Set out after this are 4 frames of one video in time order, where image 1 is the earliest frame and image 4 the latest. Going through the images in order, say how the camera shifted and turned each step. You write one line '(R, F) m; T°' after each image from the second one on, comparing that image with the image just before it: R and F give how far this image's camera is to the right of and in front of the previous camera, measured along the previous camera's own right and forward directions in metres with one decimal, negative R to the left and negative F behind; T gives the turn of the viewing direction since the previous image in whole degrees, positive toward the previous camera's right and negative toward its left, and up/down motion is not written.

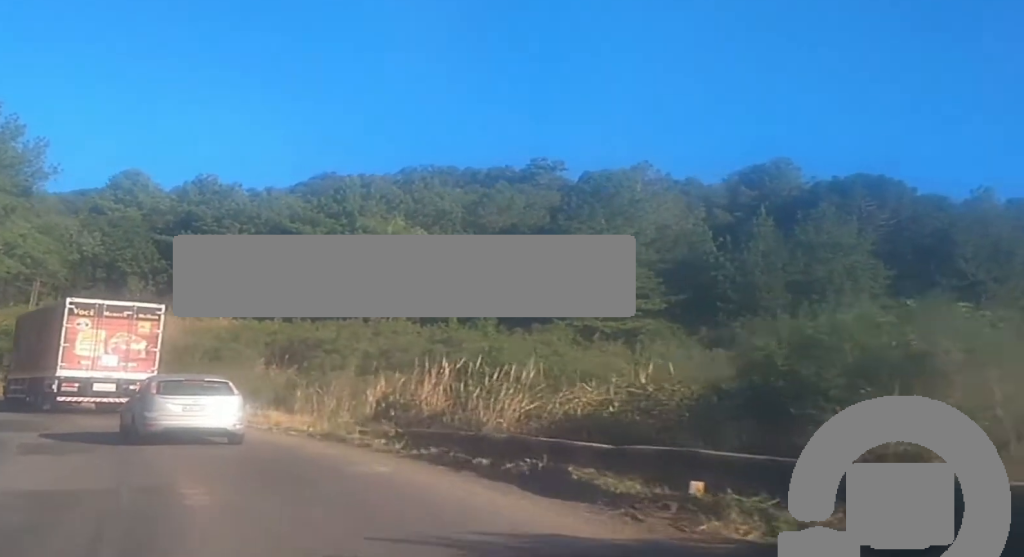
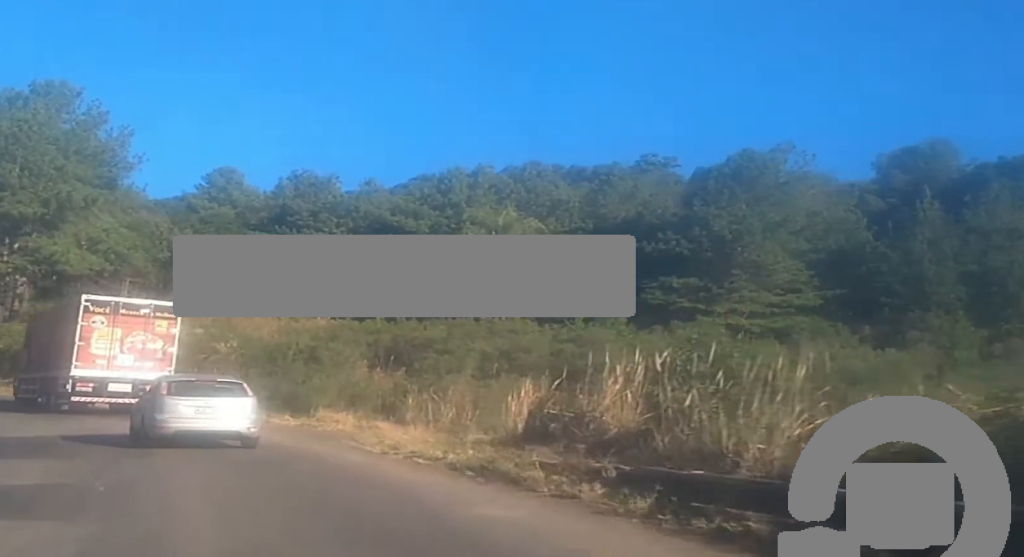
(-0.2, +7.6) m; -5°
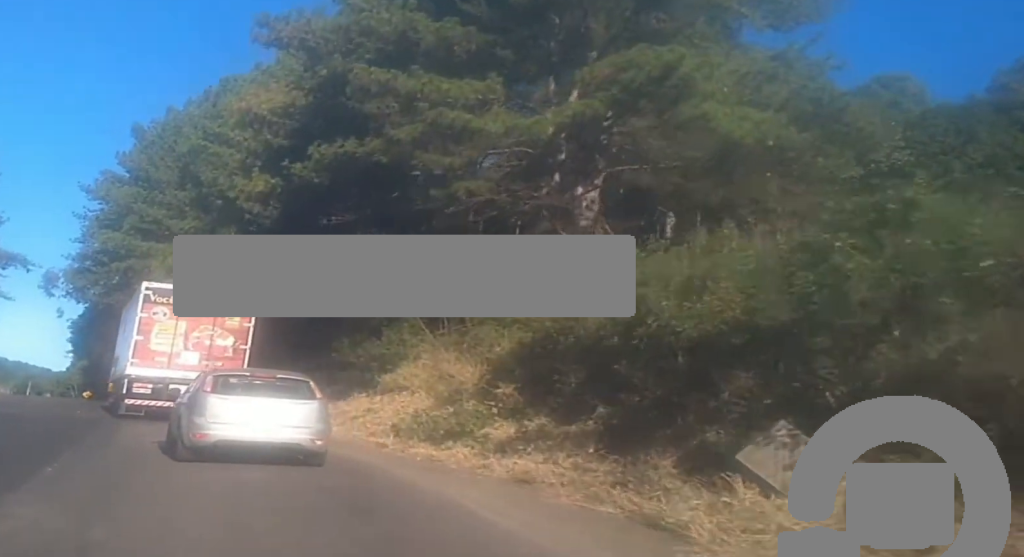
(-10.8, +43.3) m; -28°
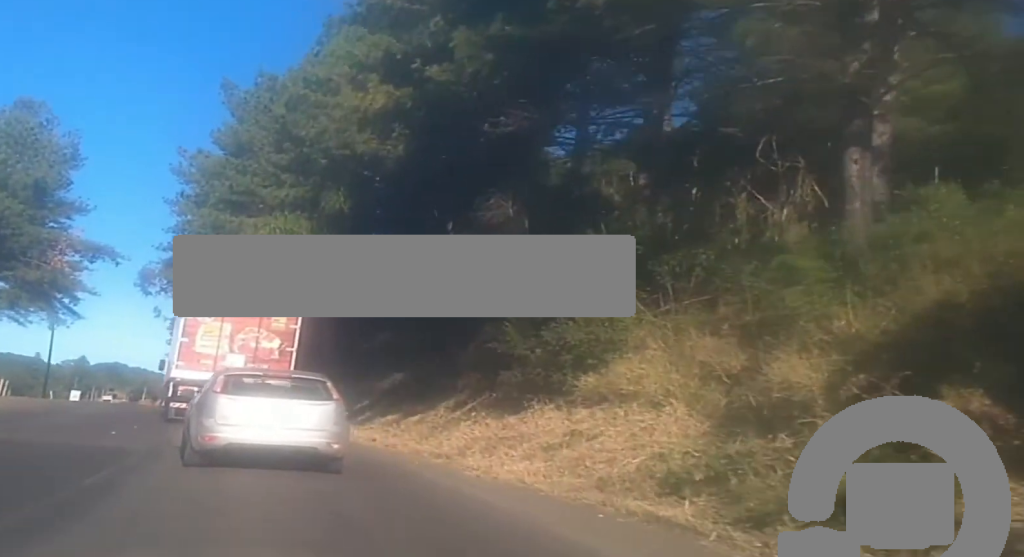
(-0.9, +11.0) m; -4°
